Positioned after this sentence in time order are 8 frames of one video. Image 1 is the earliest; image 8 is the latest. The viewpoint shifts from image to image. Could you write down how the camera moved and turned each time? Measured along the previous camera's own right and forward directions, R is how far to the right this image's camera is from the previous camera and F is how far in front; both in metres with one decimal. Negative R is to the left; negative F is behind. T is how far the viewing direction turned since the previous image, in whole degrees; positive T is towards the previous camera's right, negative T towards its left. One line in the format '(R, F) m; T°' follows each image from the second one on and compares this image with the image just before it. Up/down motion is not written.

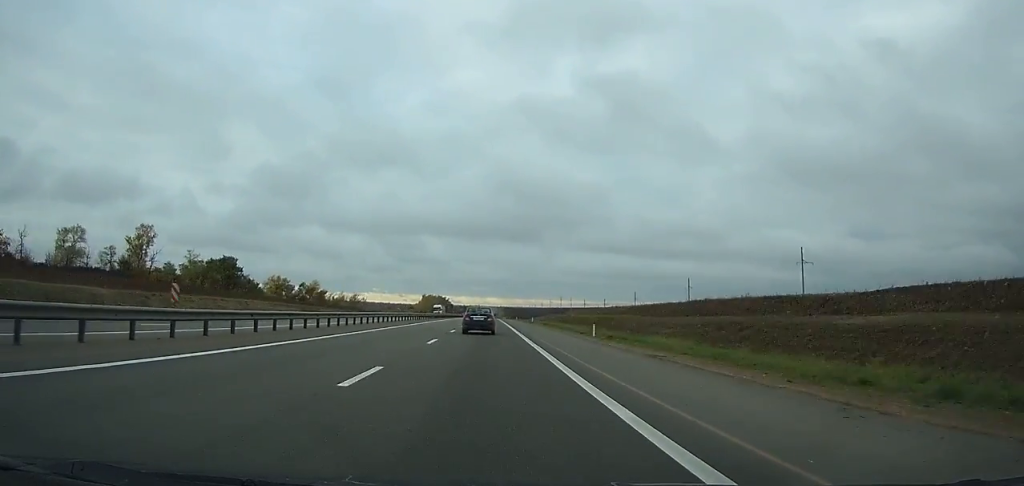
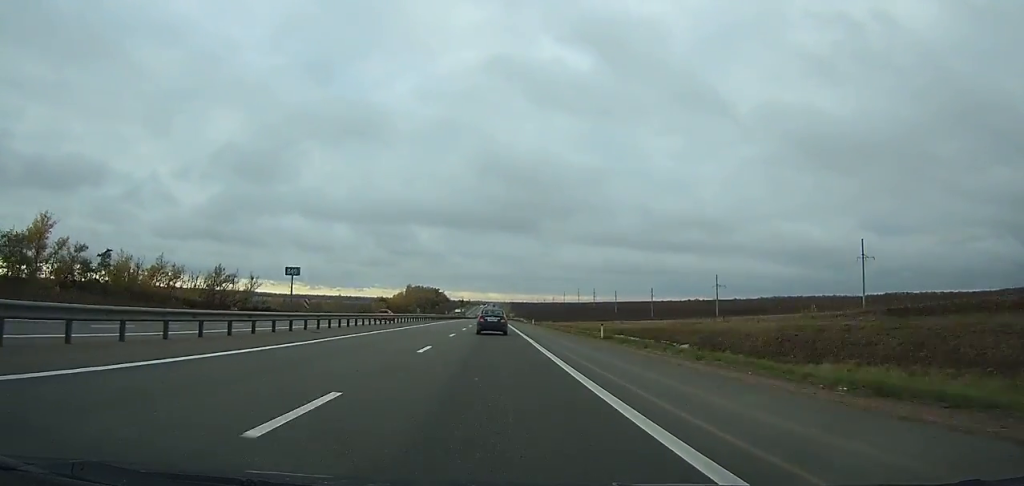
(-0.3, +147.9) m; 0°
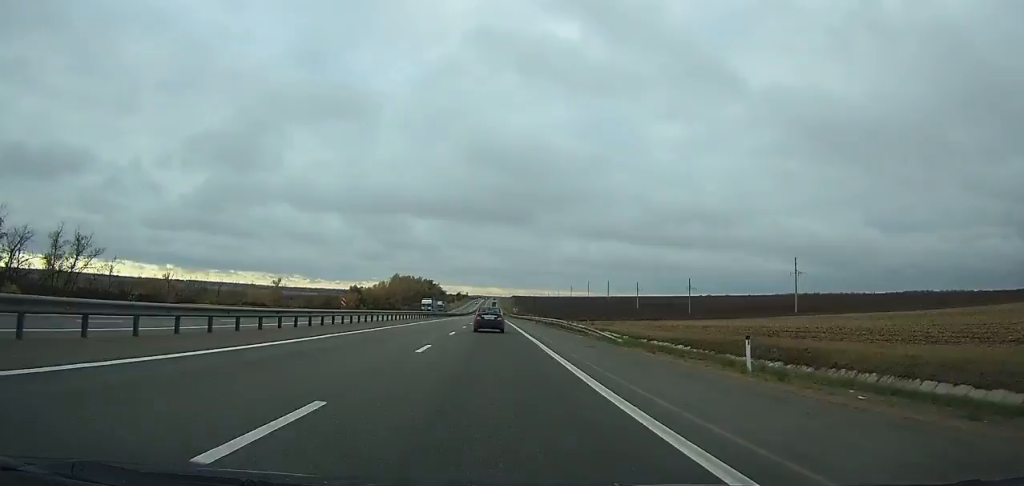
(0.0, +74.5) m; 0°
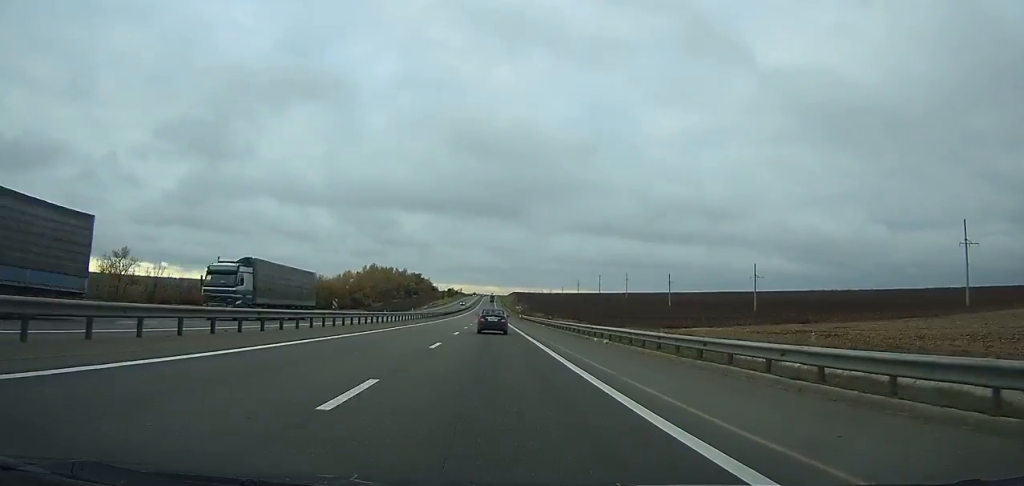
(-0.1, +81.0) m; 0°
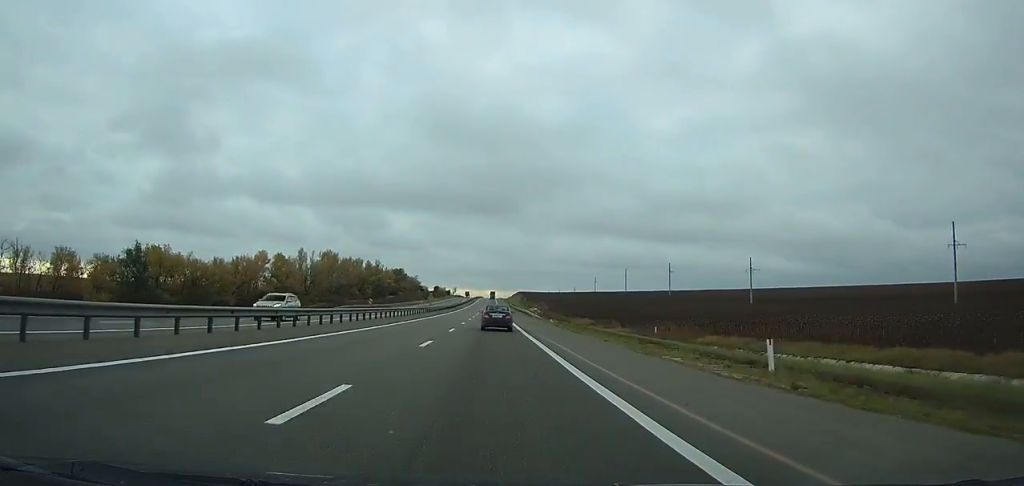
(-0.1, +108.7) m; 0°
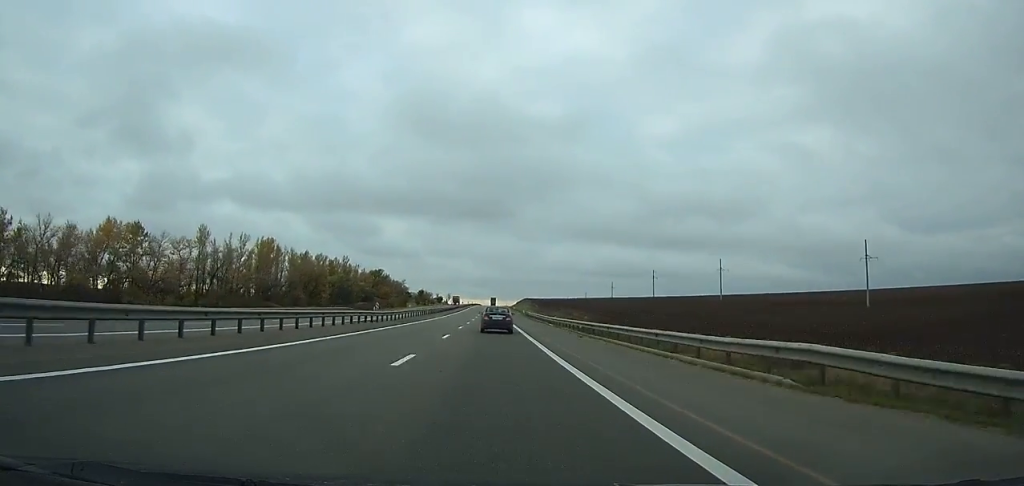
(0.0, +77.0) m; 0°
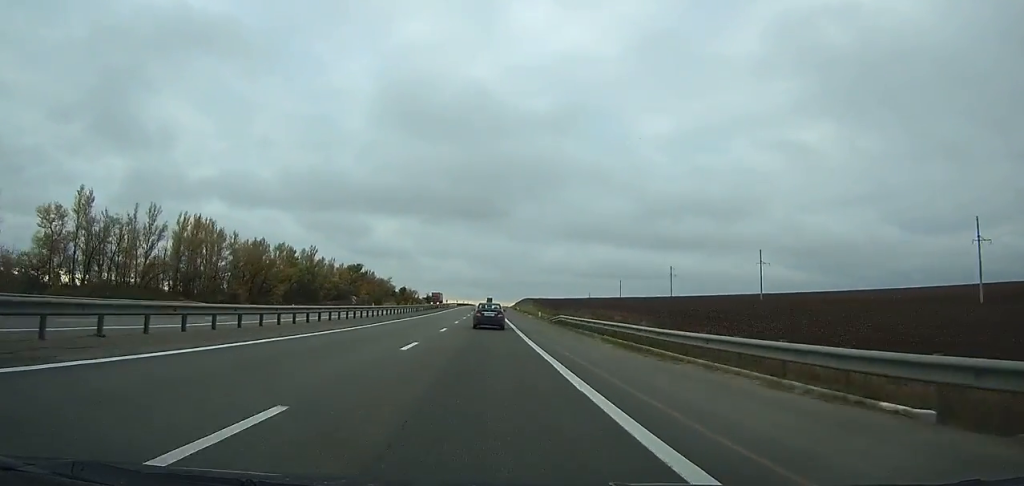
(+0.1, +45.6) m; 0°
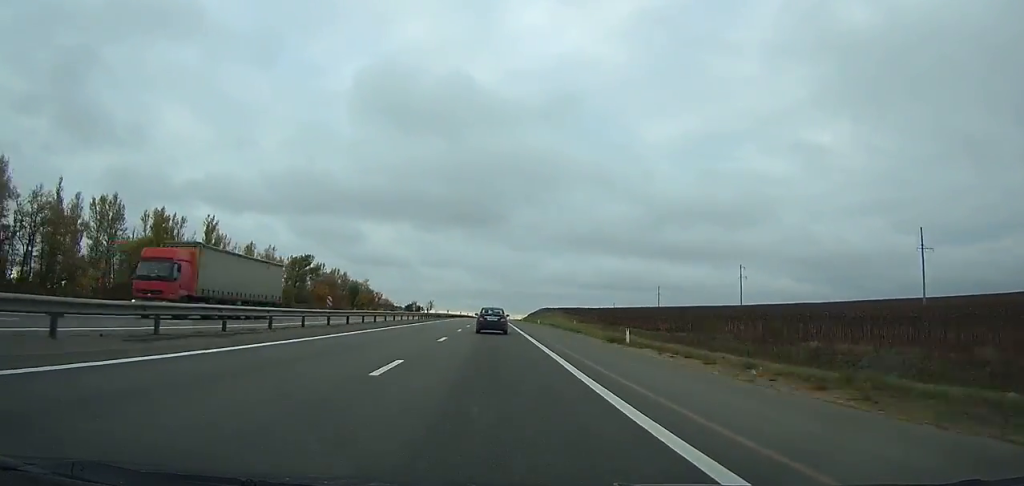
(0.0, +89.9) m; 0°
